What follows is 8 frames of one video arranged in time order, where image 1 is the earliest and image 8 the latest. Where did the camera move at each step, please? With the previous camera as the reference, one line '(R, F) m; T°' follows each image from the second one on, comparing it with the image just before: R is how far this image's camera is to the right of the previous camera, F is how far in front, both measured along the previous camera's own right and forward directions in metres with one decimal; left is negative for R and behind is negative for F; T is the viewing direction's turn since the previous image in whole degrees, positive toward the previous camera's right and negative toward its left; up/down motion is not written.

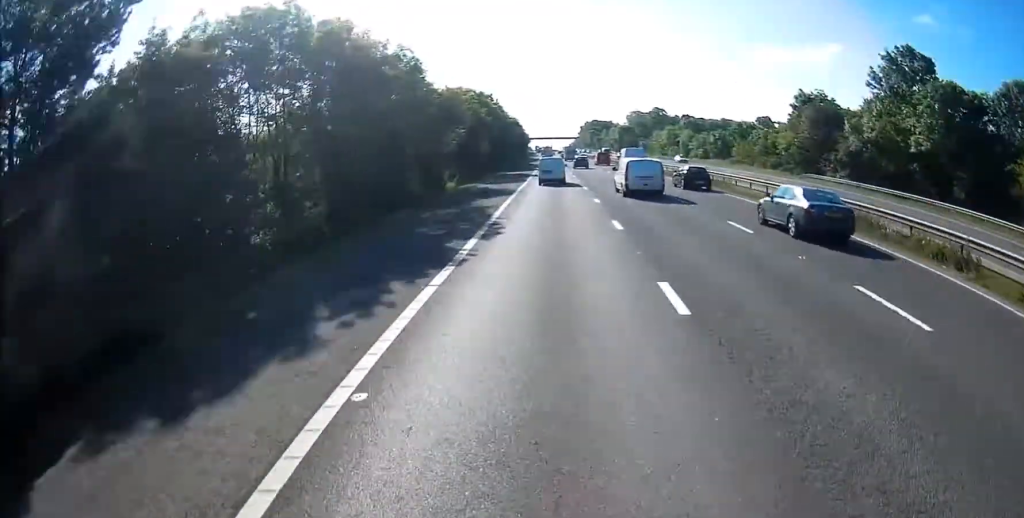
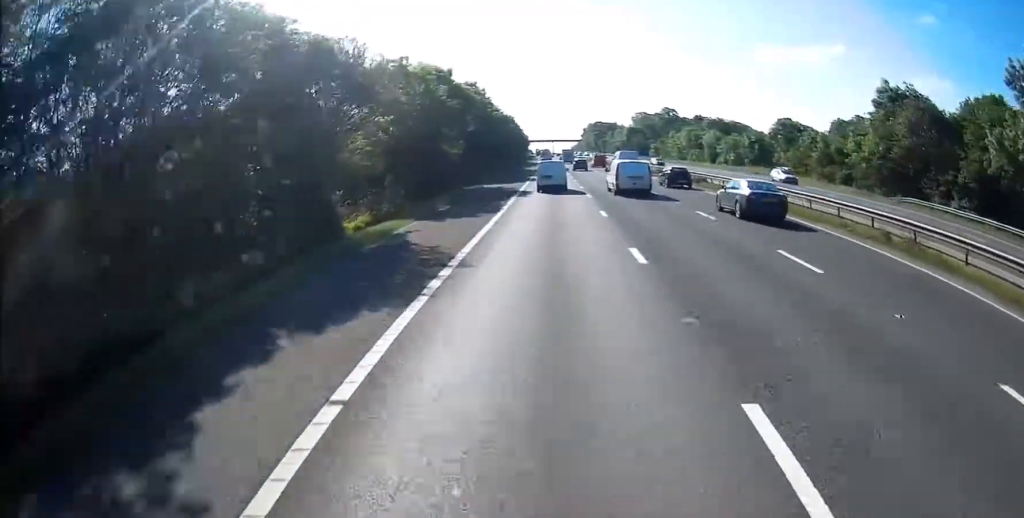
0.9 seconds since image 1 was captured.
(-0.2, +21.5) m; 0°
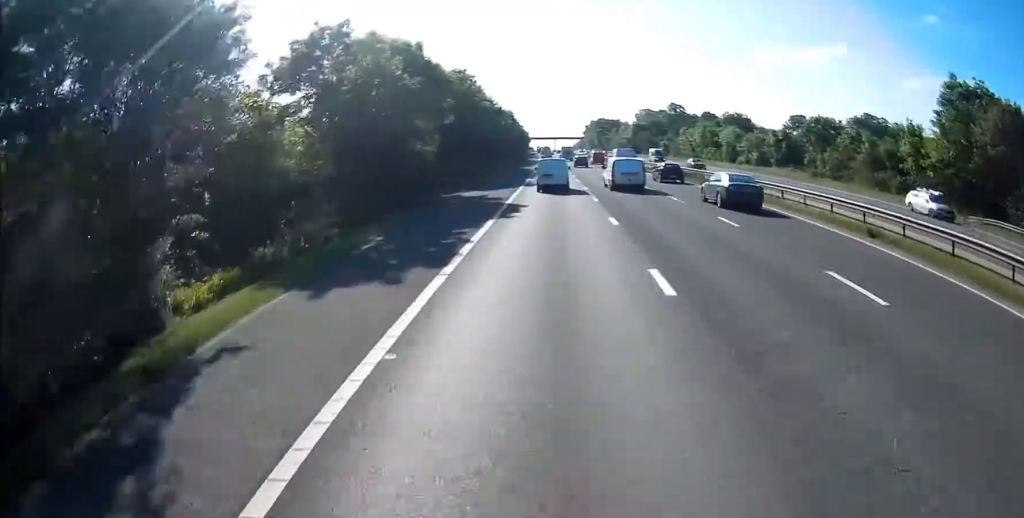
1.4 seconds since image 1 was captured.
(-0.1, +11.9) m; 0°
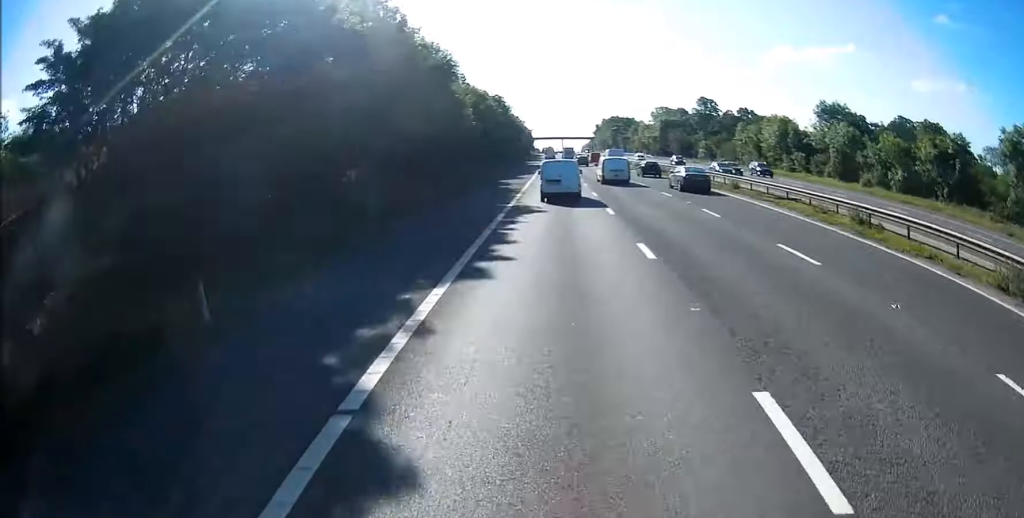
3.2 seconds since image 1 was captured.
(+0.7, +41.6) m; +1°
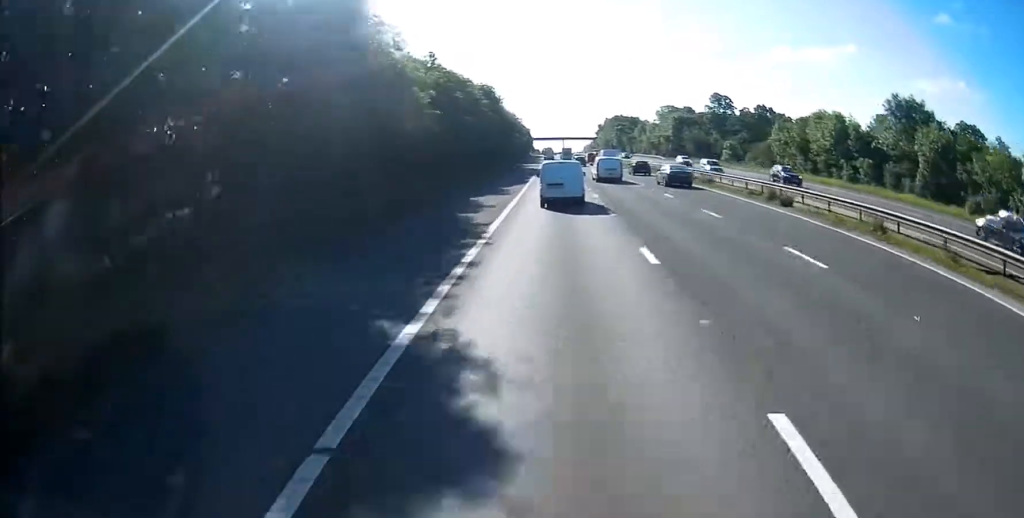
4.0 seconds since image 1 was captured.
(-0.1, +18.6) m; 0°
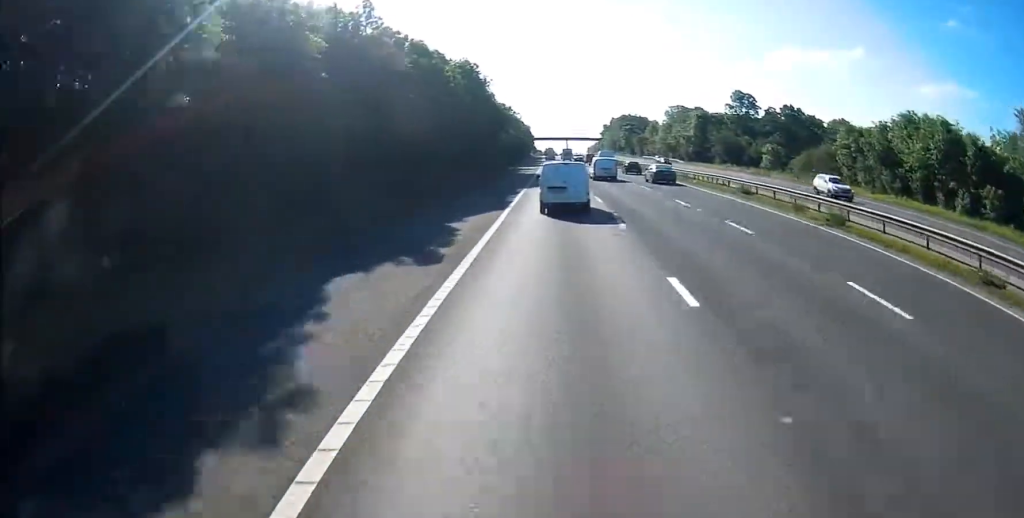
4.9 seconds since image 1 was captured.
(0.0, +21.2) m; -1°
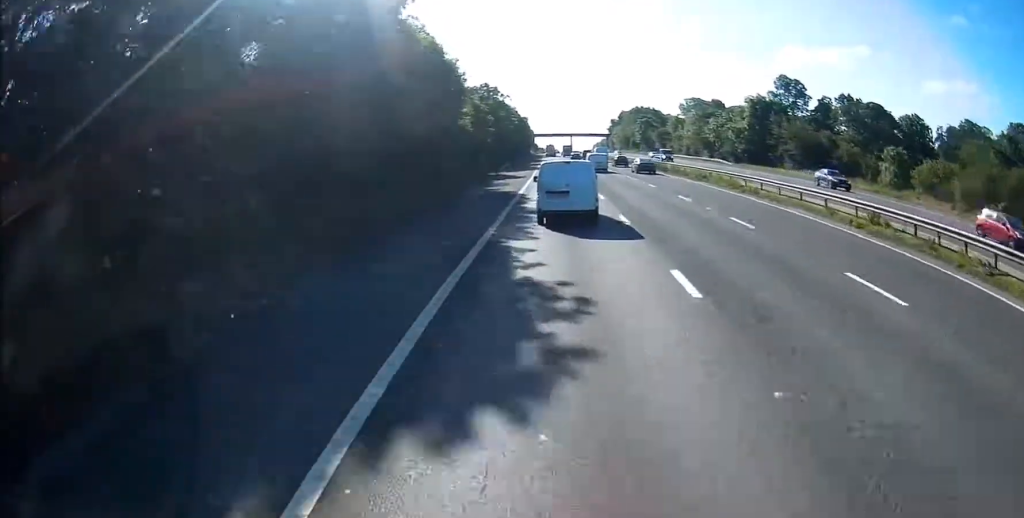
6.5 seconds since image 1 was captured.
(-0.3, +35.5) m; 0°
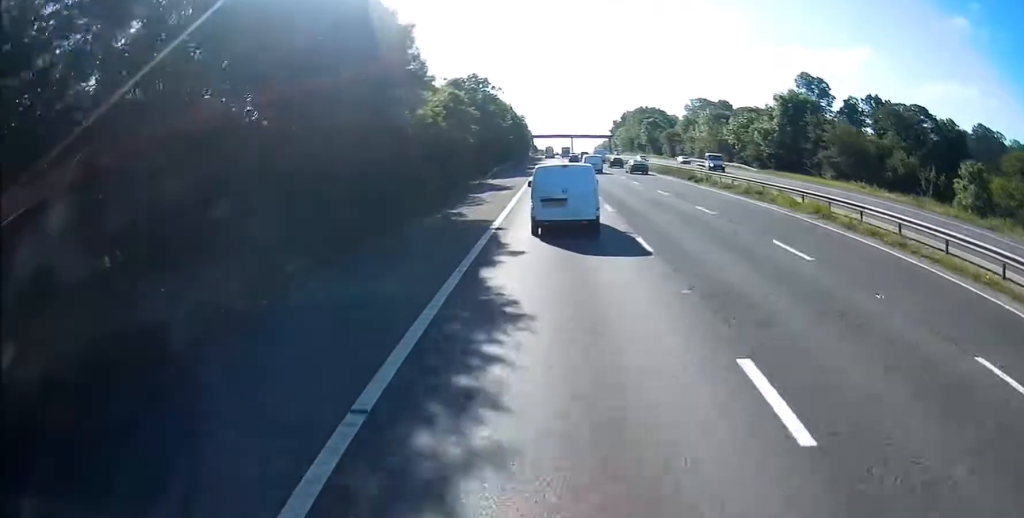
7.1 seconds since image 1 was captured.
(+0.2, +13.2) m; 0°
